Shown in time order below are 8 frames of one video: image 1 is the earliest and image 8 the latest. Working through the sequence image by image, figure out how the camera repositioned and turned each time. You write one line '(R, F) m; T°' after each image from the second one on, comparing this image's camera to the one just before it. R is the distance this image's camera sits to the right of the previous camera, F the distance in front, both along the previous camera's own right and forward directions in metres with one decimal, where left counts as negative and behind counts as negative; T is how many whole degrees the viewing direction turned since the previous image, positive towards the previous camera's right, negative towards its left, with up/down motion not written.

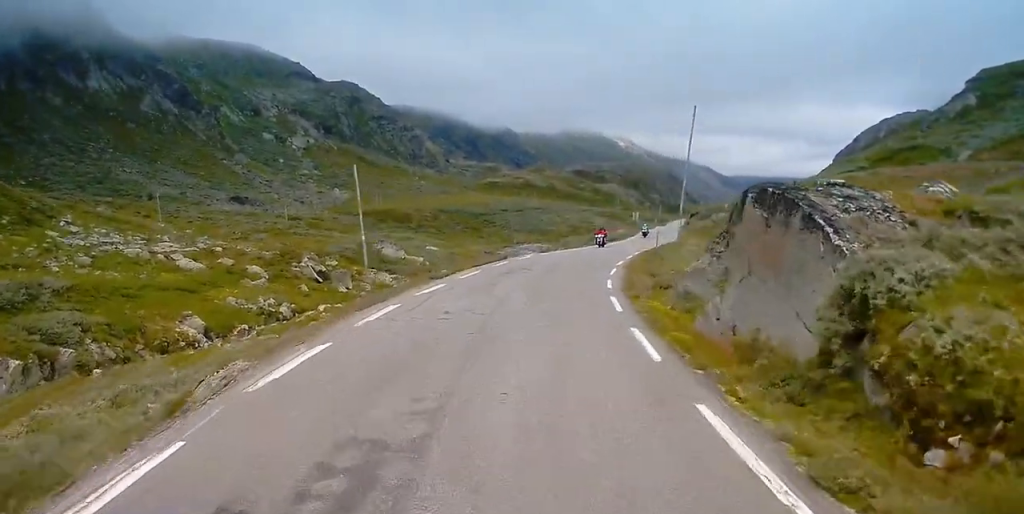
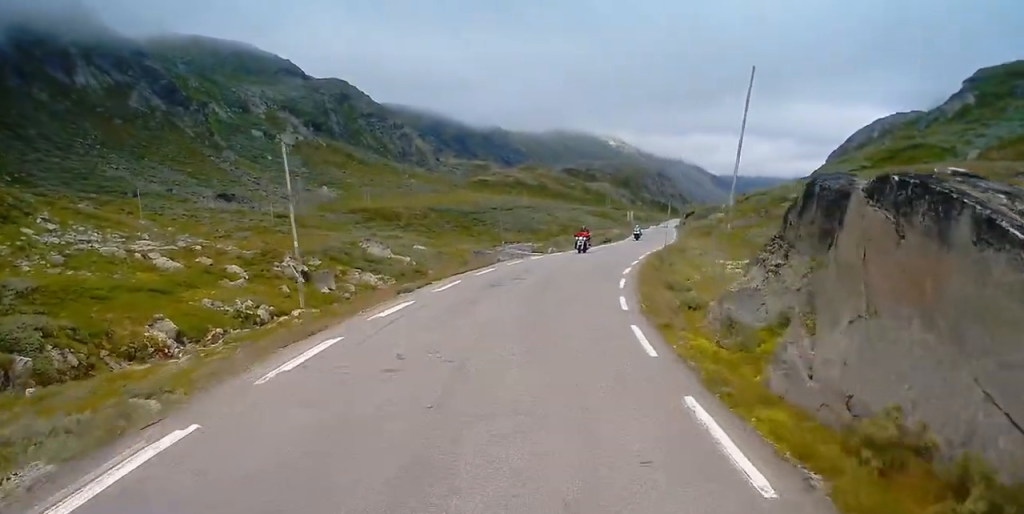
(+0.1, +5.6) m; +1°
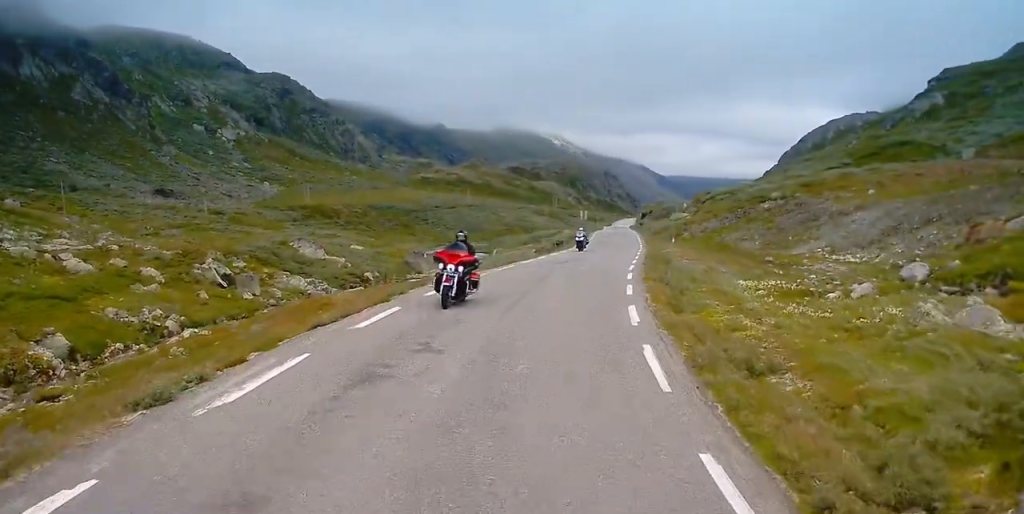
(+0.3, +13.5) m; +4°
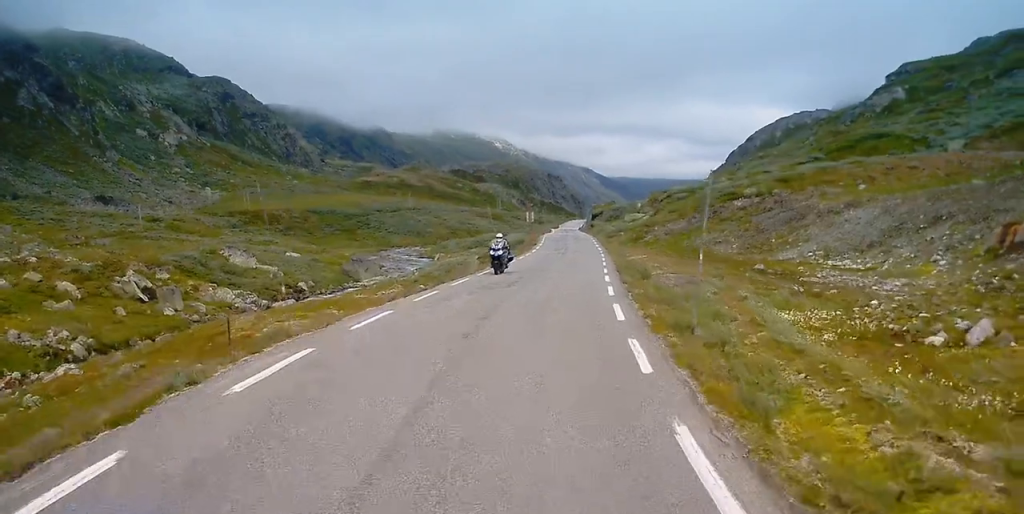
(+0.5, +11.0) m; +4°
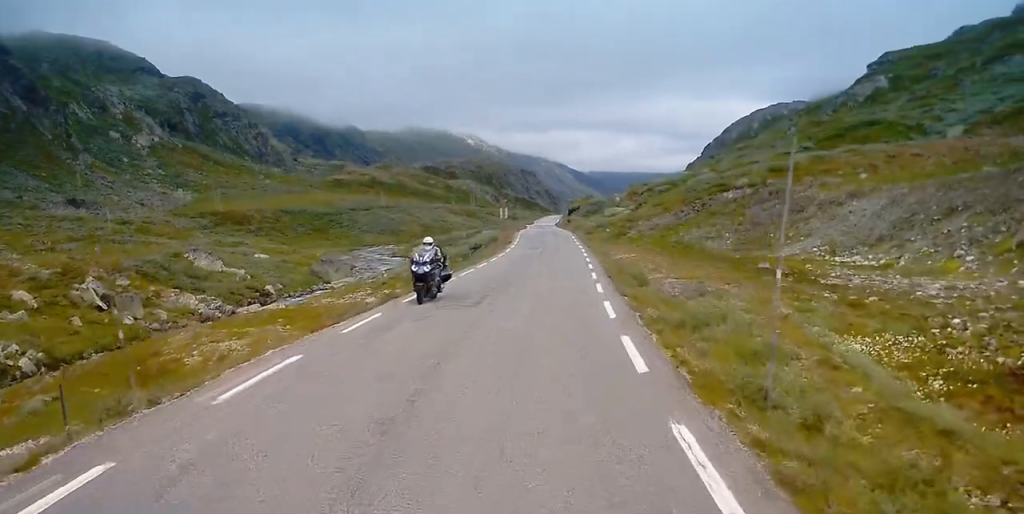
(+0.1, +6.1) m; +1°
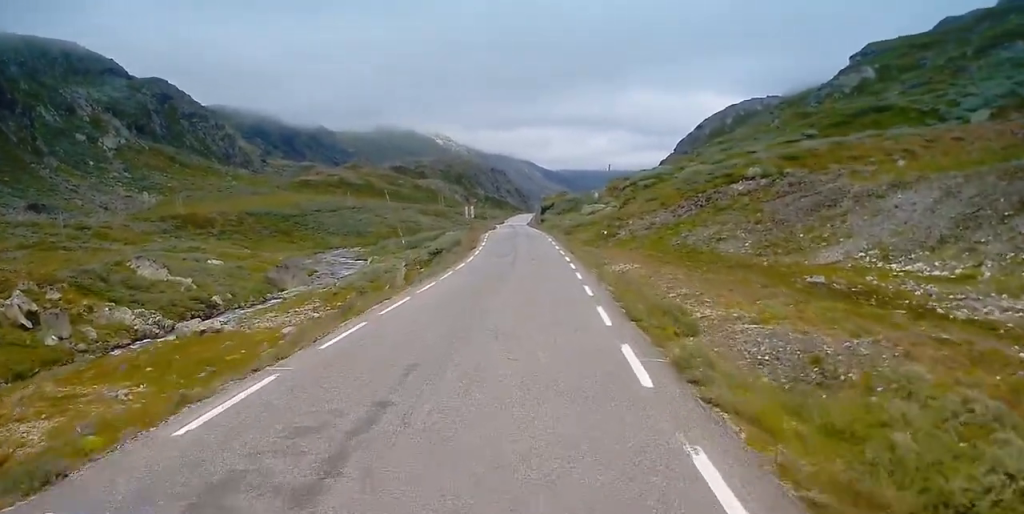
(+0.1, +13.1) m; +1°
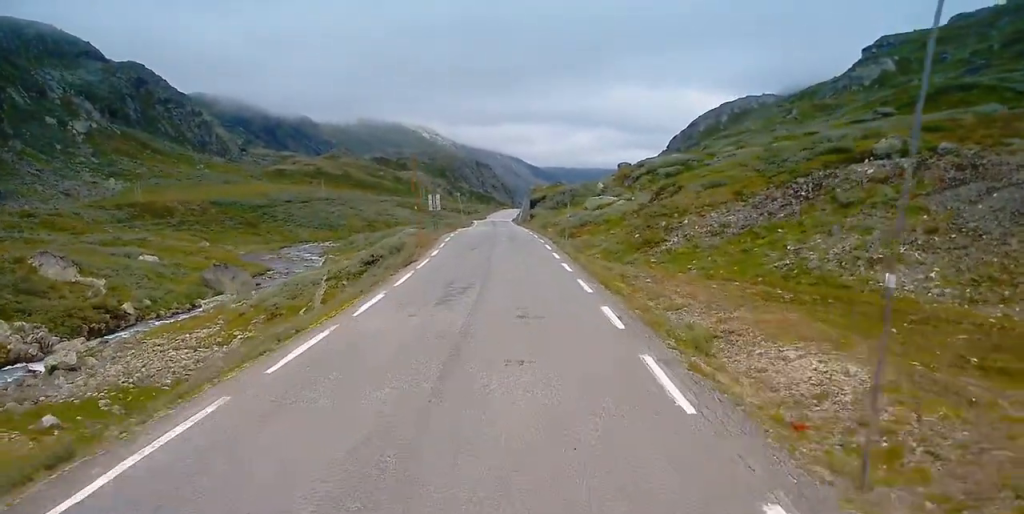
(+0.1, +26.7) m; 0°
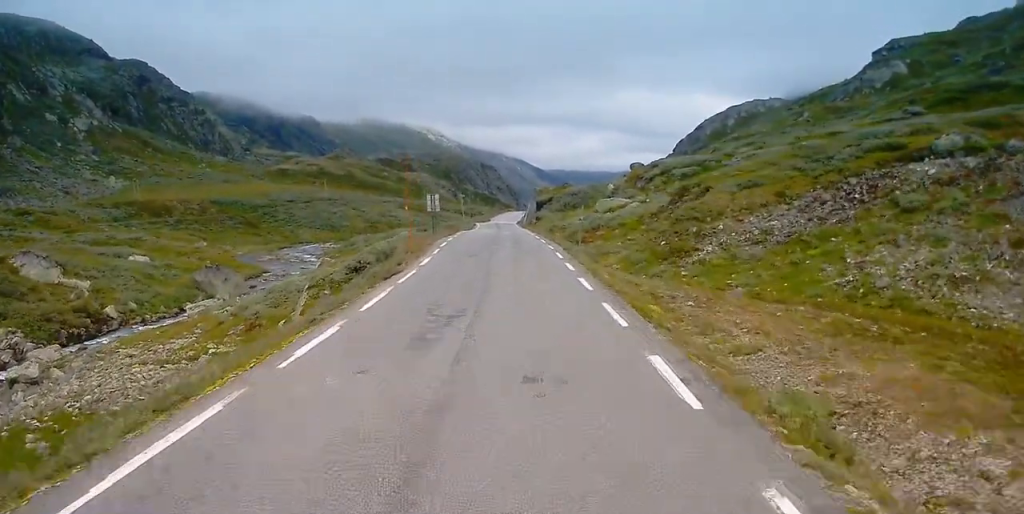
(+0.1, +5.9) m; 0°
